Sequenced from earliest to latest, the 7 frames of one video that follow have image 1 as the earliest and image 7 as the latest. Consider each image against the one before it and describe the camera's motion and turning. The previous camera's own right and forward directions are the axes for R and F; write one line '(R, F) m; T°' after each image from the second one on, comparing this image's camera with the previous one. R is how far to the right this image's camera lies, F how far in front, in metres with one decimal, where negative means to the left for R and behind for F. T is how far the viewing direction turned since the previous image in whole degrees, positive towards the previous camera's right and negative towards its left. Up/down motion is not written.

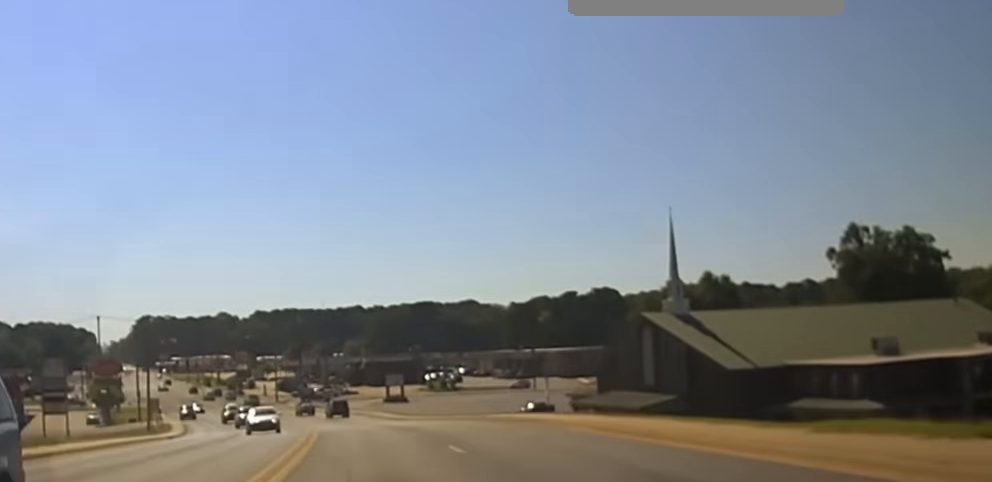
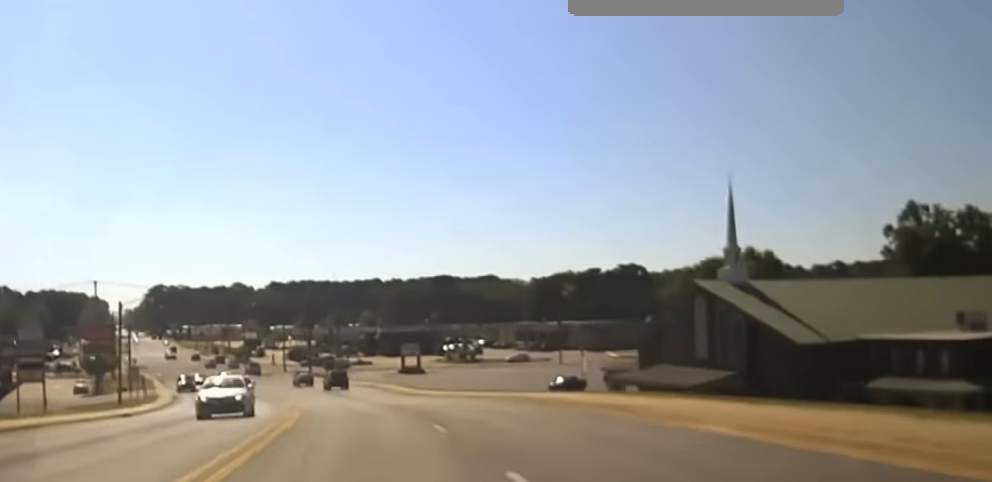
(+0.4, +12.5) m; -2°
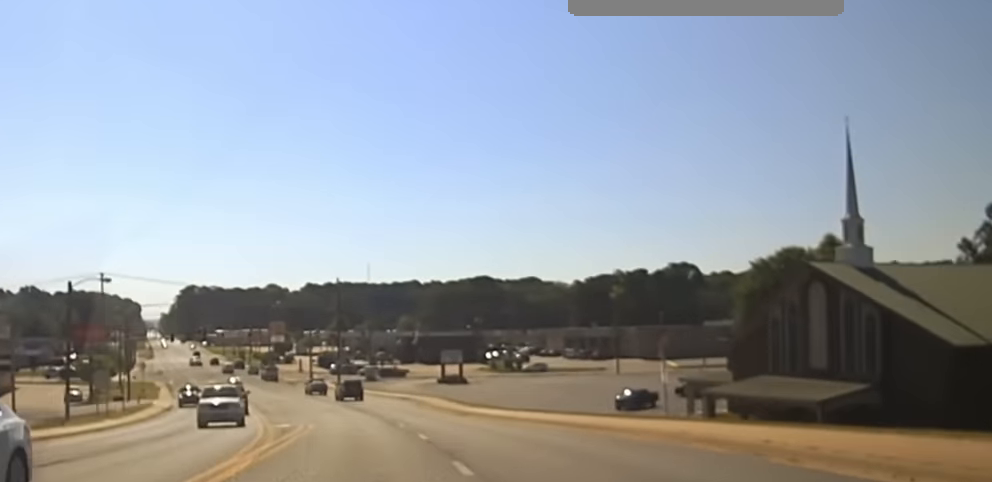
(-1.2, +17.6) m; -3°
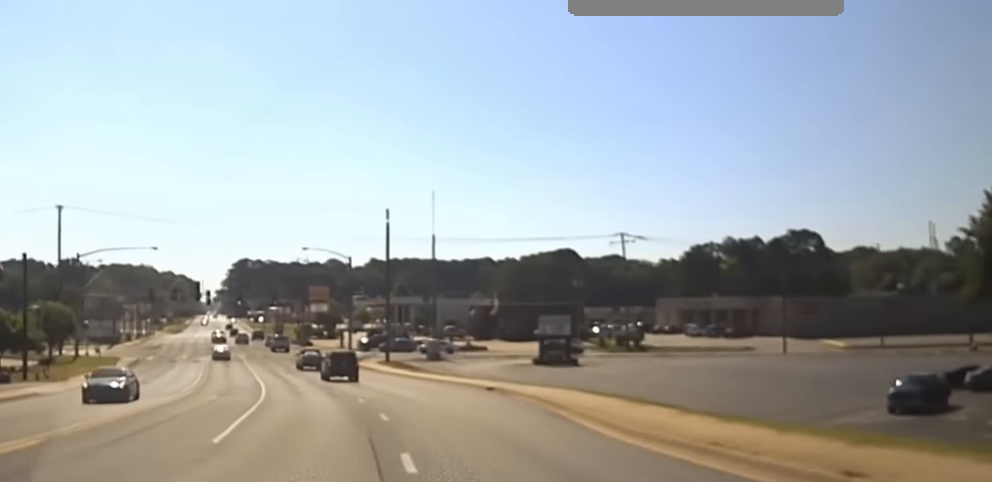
(-1.3, +47.4) m; -1°
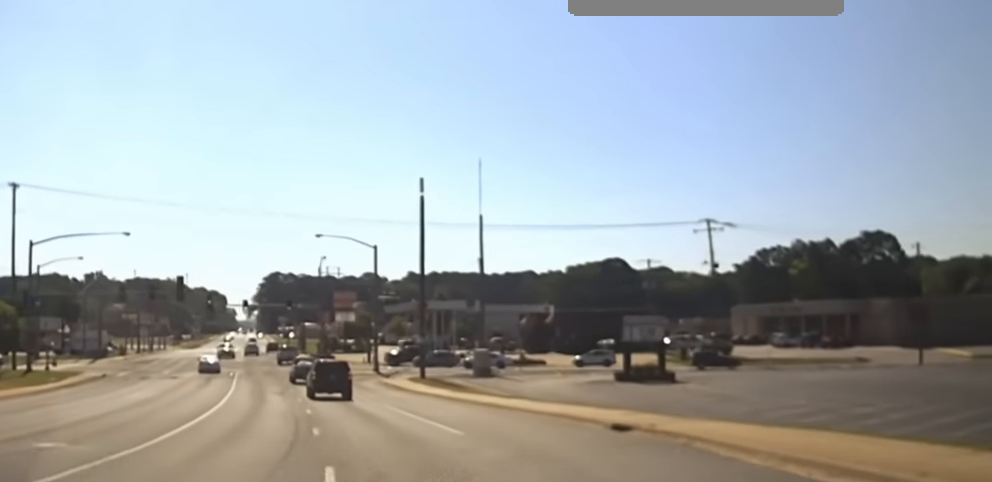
(0.0, +24.5) m; 0°
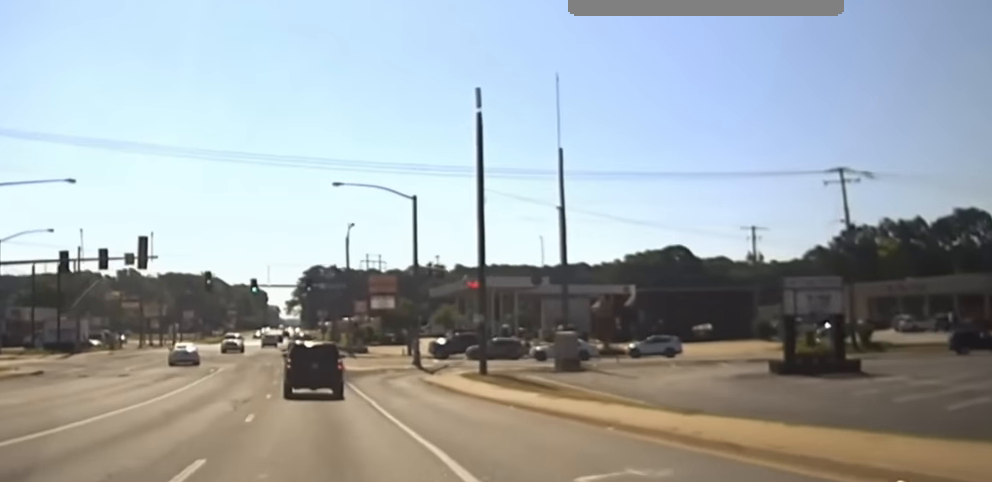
(0.0, +25.1) m; 0°
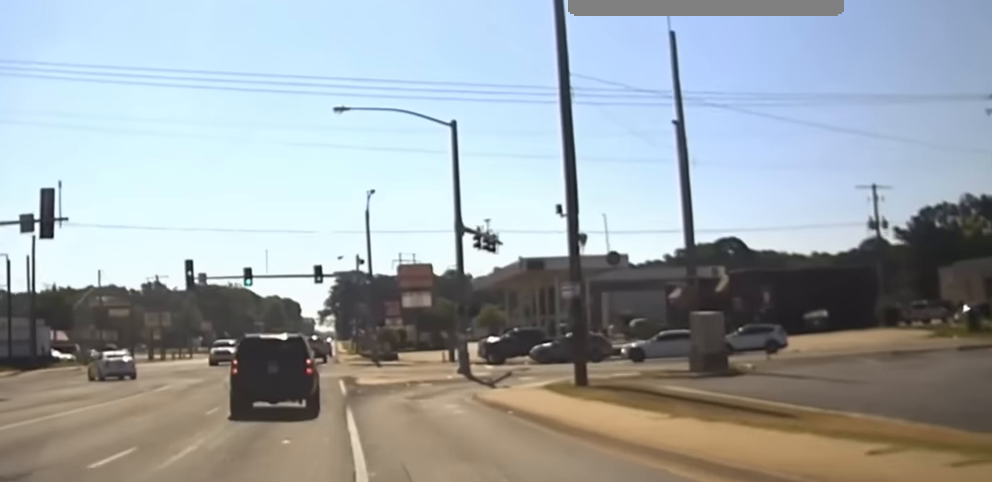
(0.0, +22.5) m; 0°
